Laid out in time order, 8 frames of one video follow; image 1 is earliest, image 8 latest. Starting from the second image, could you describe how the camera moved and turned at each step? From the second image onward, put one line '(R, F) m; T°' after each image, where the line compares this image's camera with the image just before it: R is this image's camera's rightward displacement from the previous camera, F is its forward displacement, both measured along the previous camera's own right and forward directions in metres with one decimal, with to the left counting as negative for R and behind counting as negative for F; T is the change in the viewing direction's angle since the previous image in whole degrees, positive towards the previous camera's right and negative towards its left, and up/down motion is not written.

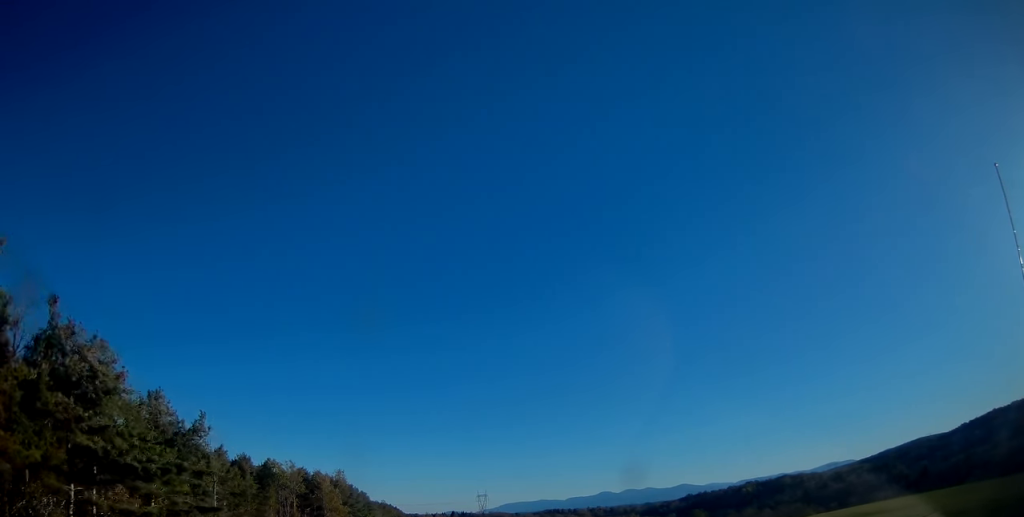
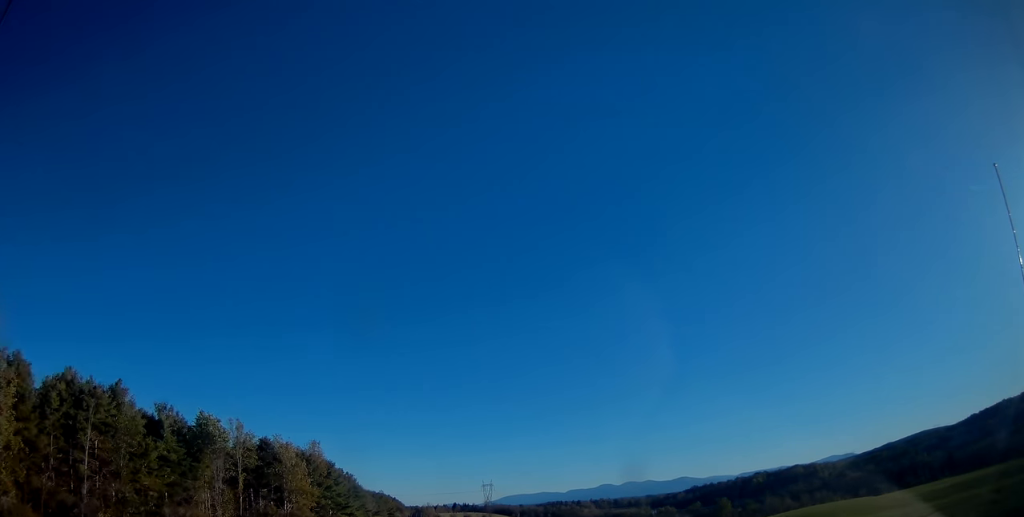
(-0.2, +29.1) m; -1°
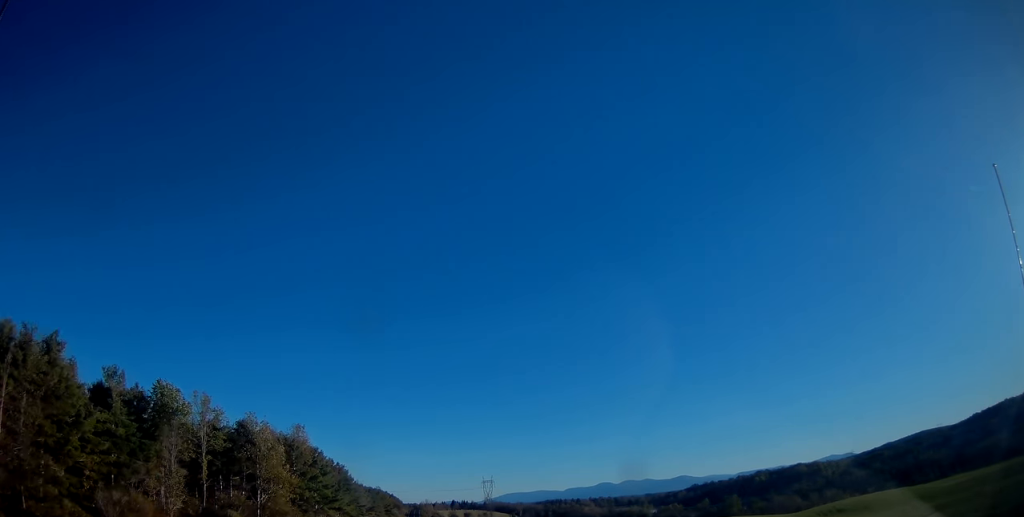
(-0.1, +10.9) m; 0°
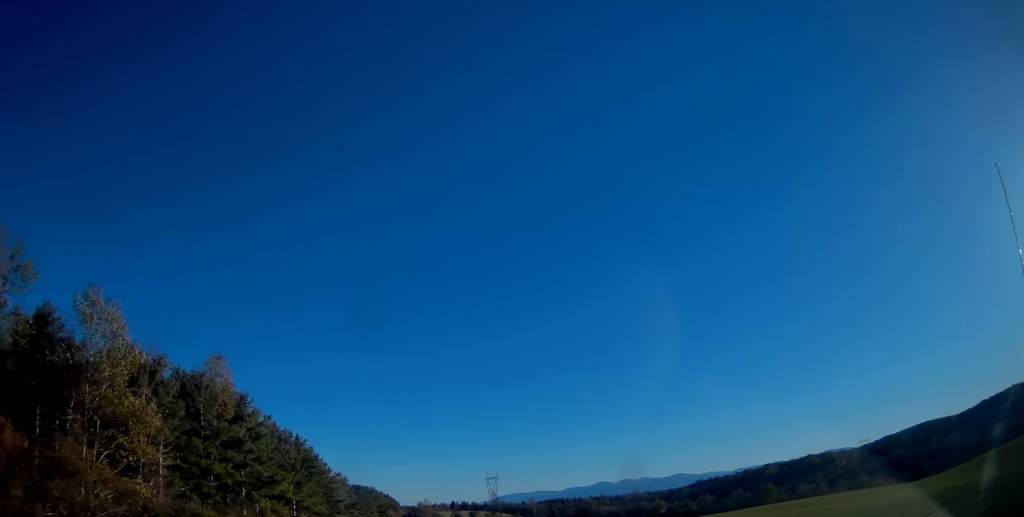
(0.0, +32.1) m; +1°
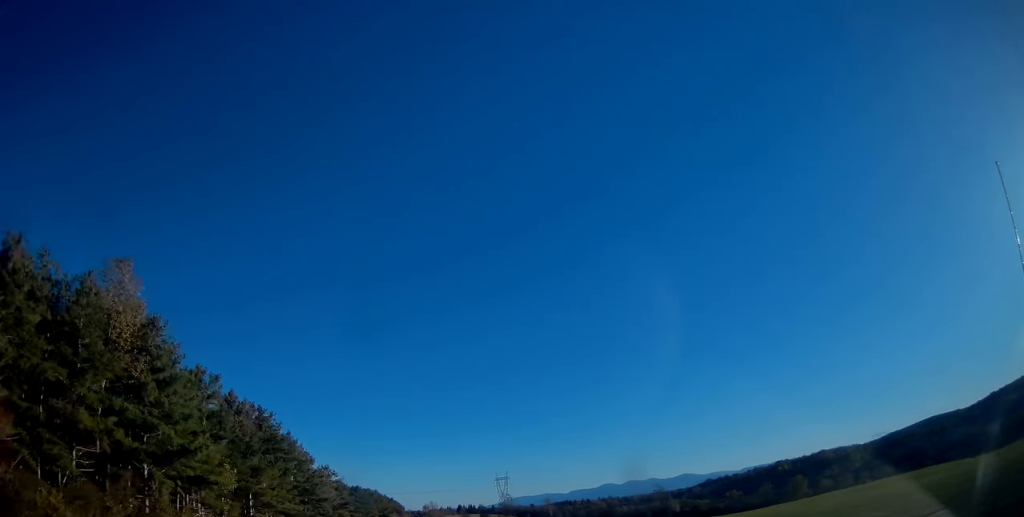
(+0.2, +18.4) m; 0°
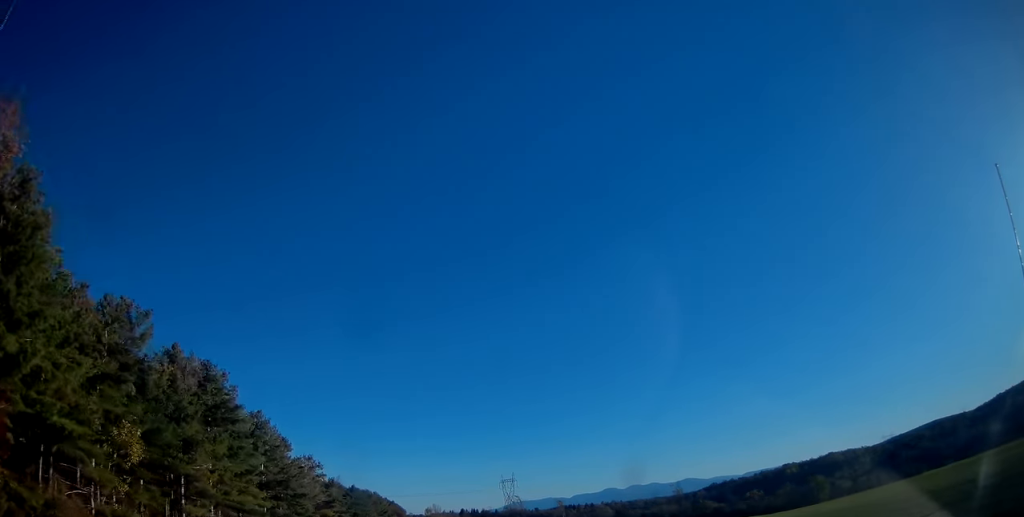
(0.0, +13.8) m; 0°
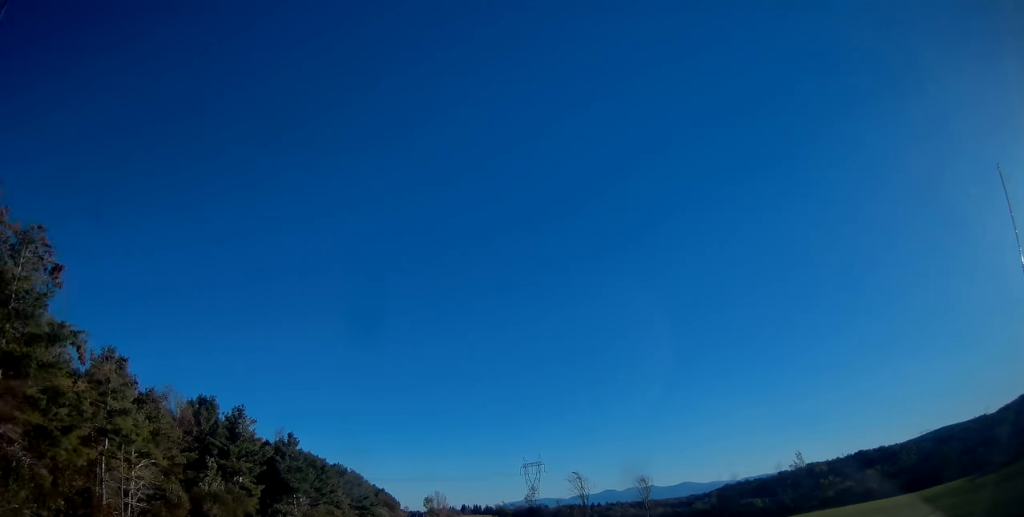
(-0.4, +68.2) m; 0°
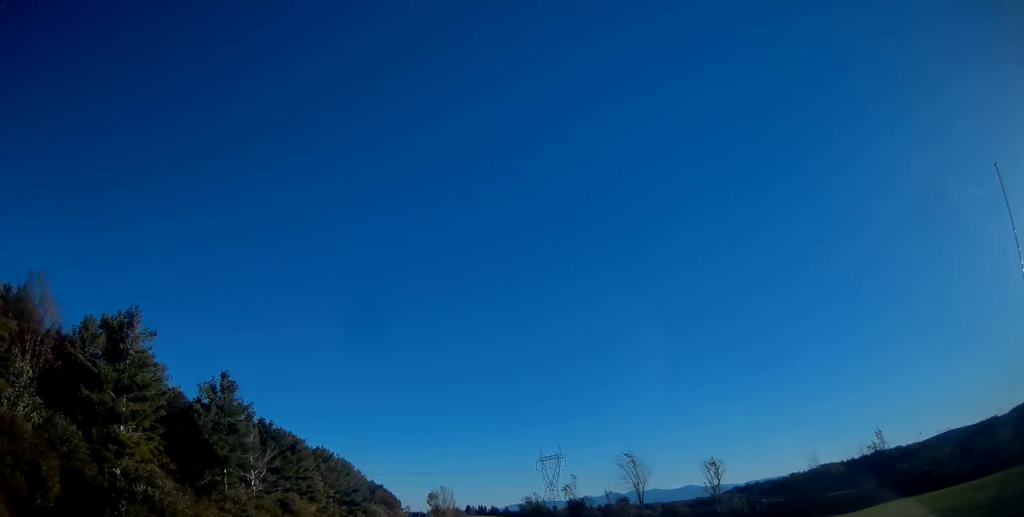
(0.0, +27.3) m; 0°
